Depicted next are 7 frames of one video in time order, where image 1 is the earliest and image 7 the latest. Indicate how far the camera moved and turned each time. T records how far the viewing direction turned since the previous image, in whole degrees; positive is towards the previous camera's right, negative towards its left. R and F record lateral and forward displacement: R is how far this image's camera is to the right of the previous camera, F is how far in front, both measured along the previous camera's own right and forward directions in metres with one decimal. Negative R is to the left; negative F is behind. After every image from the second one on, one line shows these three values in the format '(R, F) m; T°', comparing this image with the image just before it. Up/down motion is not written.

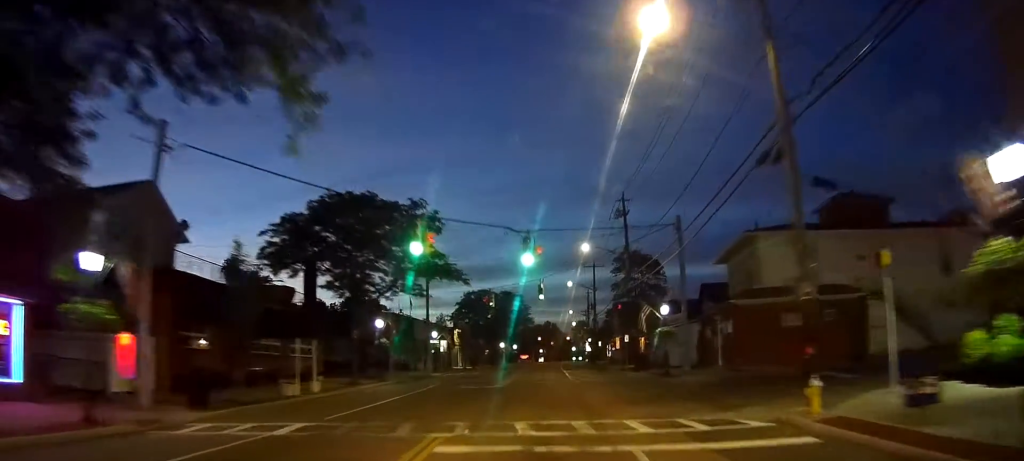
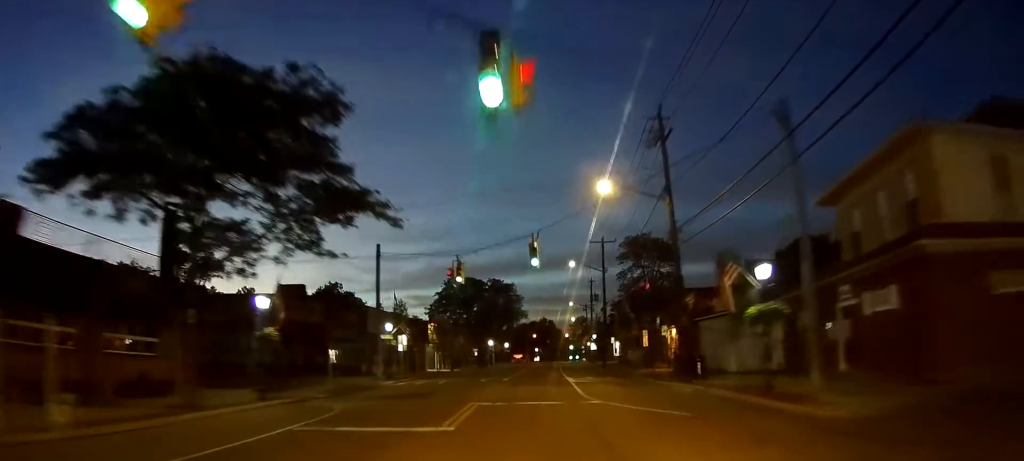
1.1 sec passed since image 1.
(0.0, +16.0) m; 0°
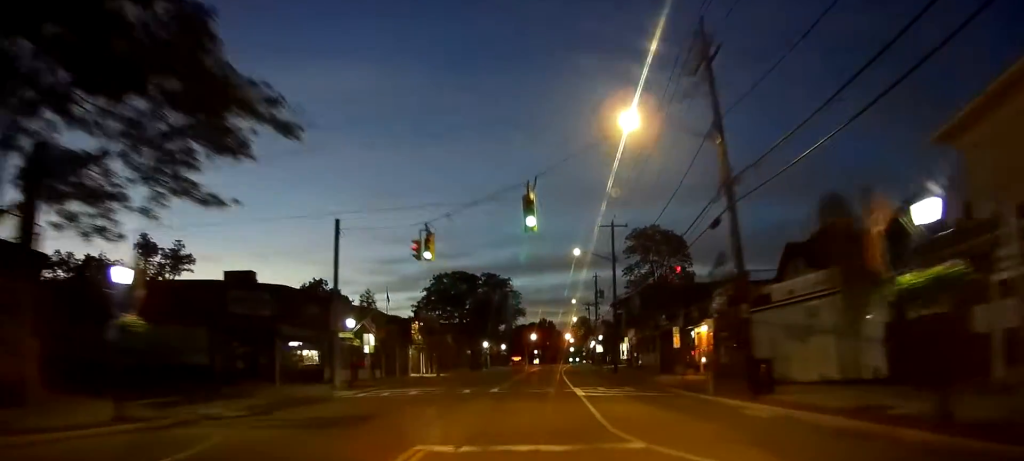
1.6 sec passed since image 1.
(0.0, +8.6) m; 0°
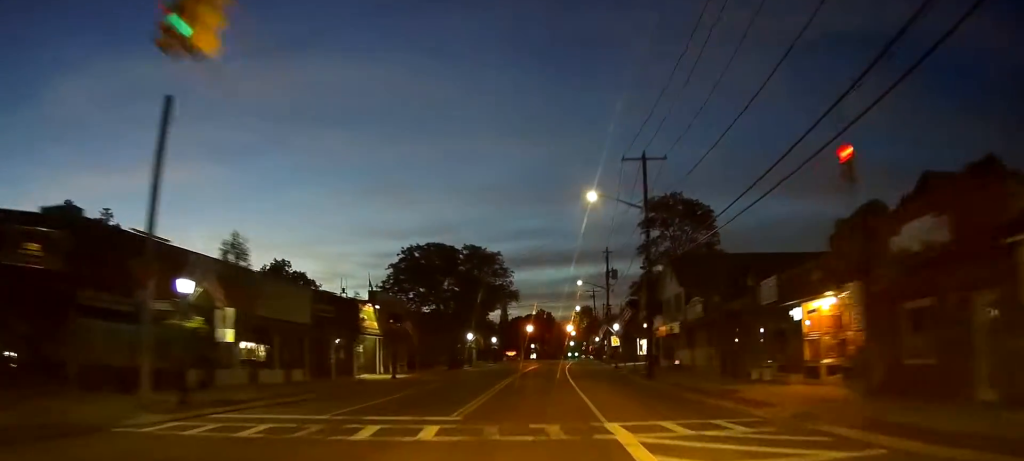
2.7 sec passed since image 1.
(0.0, +16.9) m; 0°
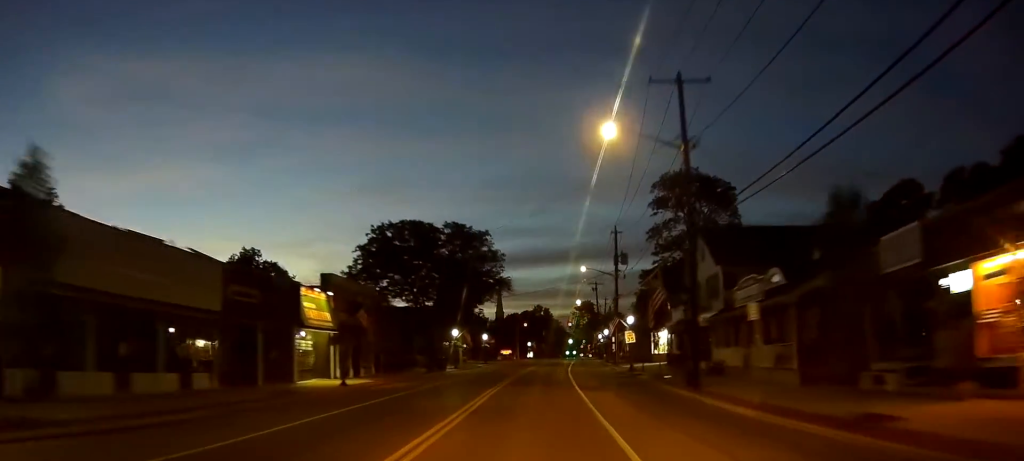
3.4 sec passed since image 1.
(0.0, +10.2) m; 0°
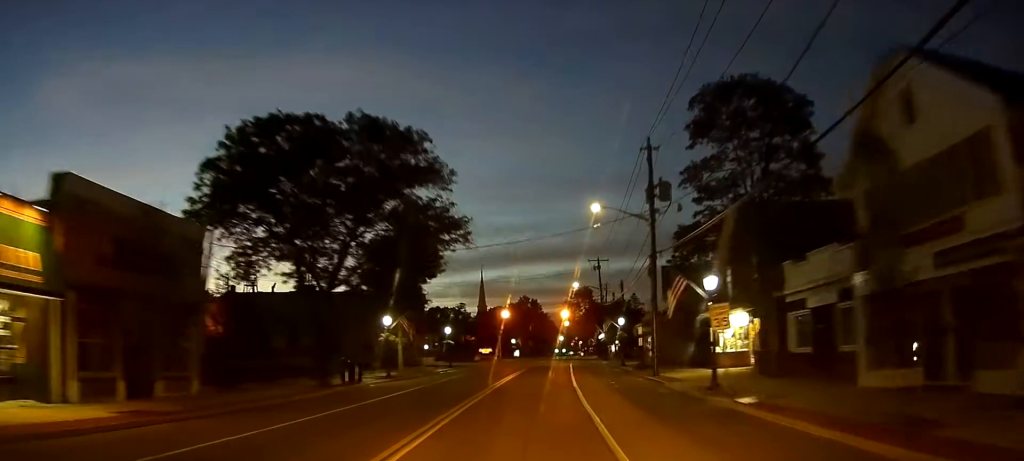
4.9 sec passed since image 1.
(0.0, +23.2) m; 0°
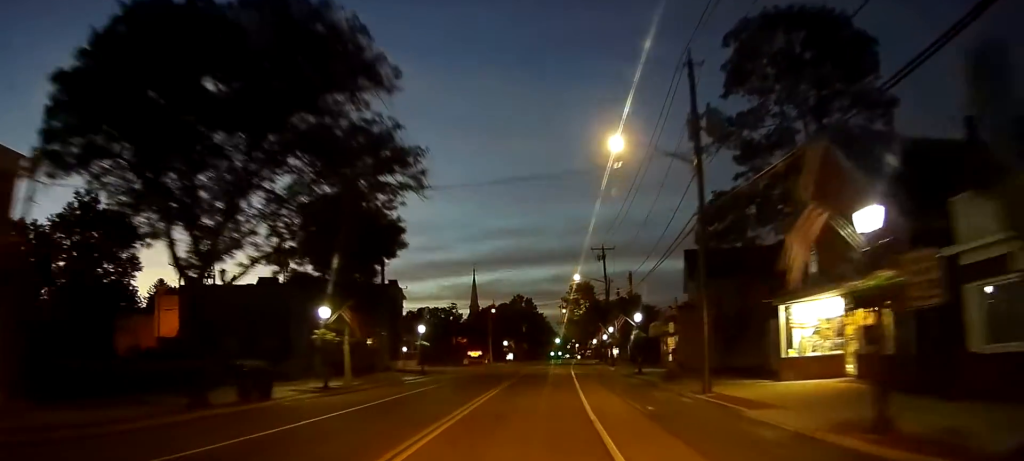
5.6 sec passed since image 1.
(0.0, +10.6) m; 0°
